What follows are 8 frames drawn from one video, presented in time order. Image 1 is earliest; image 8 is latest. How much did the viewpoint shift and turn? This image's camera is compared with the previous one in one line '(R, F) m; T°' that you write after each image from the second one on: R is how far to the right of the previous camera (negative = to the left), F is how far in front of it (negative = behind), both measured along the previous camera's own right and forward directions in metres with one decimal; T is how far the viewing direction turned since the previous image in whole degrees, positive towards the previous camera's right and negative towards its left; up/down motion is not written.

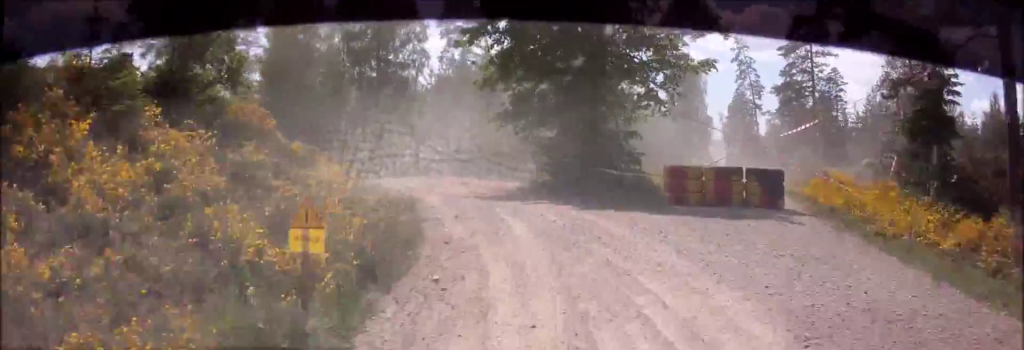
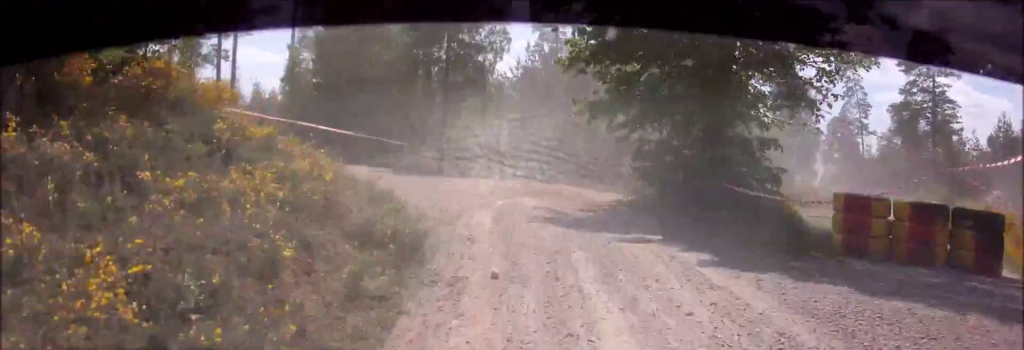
(-0.8, +7.0) m; -2°
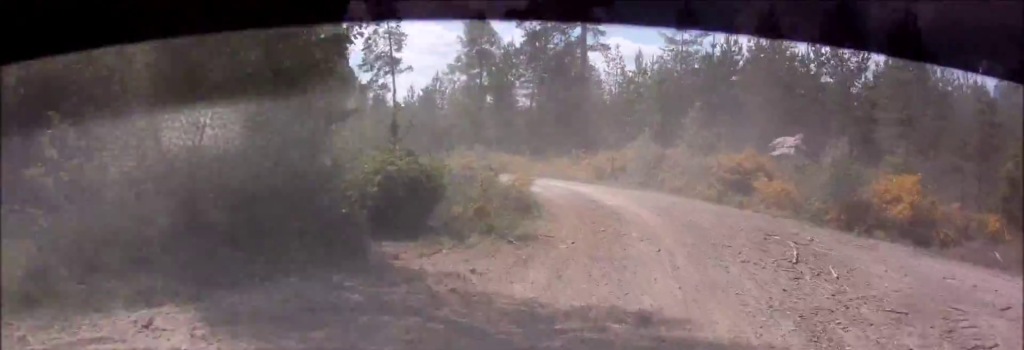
(+4.5, +27.8) m; +27°
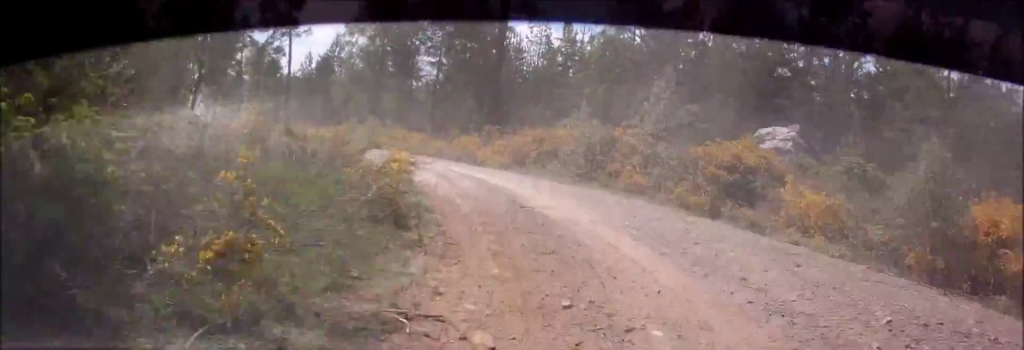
(+1.5, +9.5) m; +3°
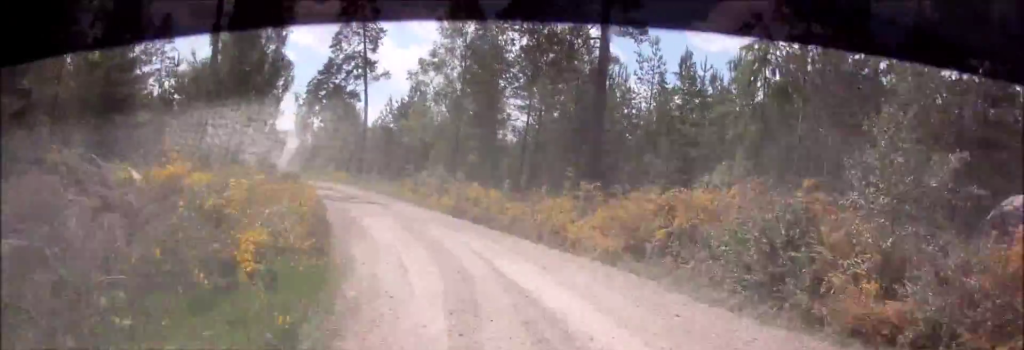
(+0.1, +9.3) m; -2°
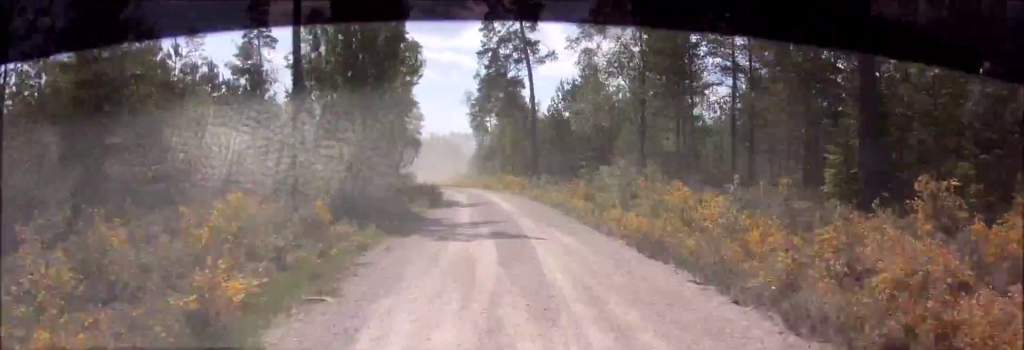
(-0.6, +11.6) m; -6°
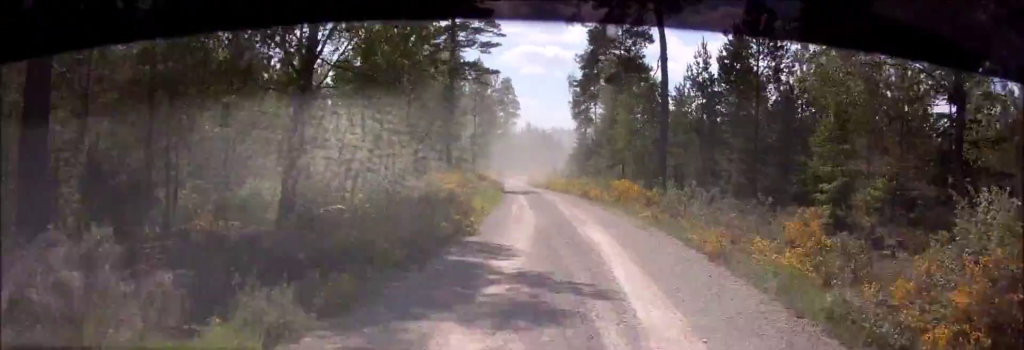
(-1.6, +24.8) m; -6°
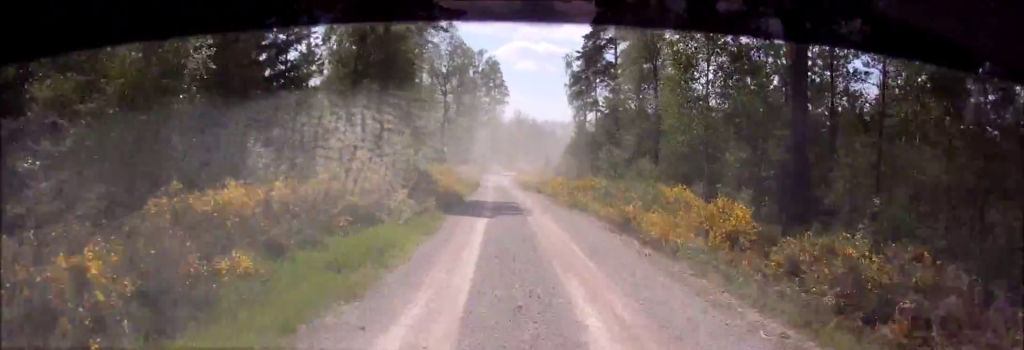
(-0.8, +23.8) m; -3°
